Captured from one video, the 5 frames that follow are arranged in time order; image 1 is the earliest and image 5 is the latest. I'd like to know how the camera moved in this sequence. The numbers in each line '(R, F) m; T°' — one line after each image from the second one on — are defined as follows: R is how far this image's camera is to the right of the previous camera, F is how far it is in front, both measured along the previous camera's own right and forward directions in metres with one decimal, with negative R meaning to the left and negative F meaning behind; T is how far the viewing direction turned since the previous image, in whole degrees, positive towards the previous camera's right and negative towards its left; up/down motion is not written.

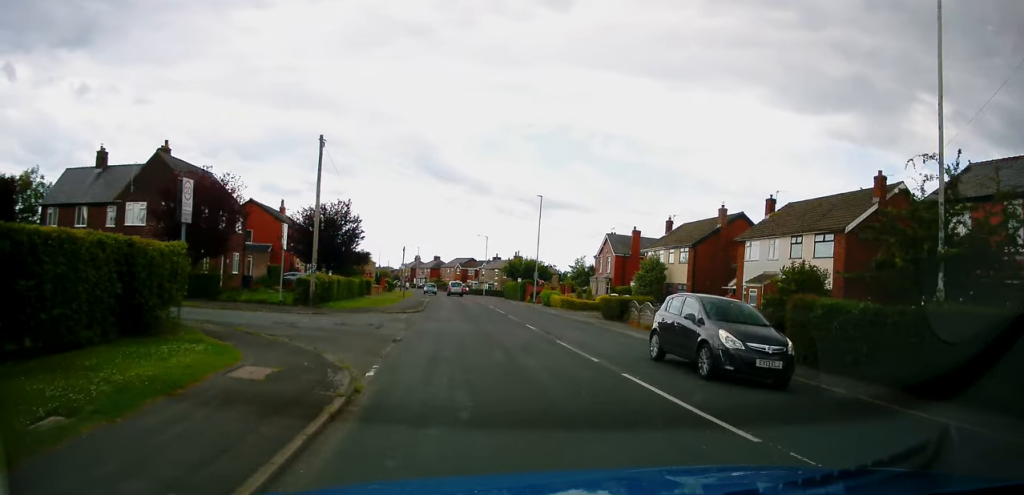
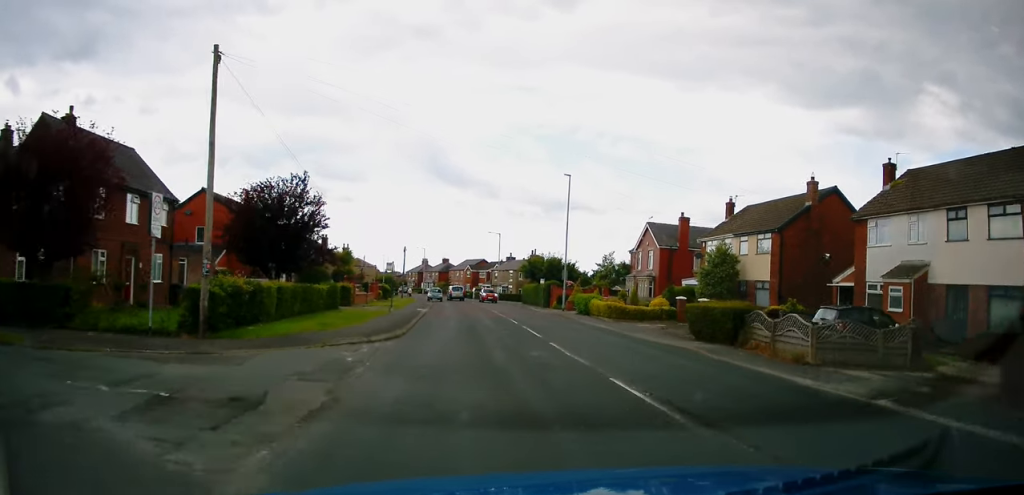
(-0.2, +11.8) m; -1°
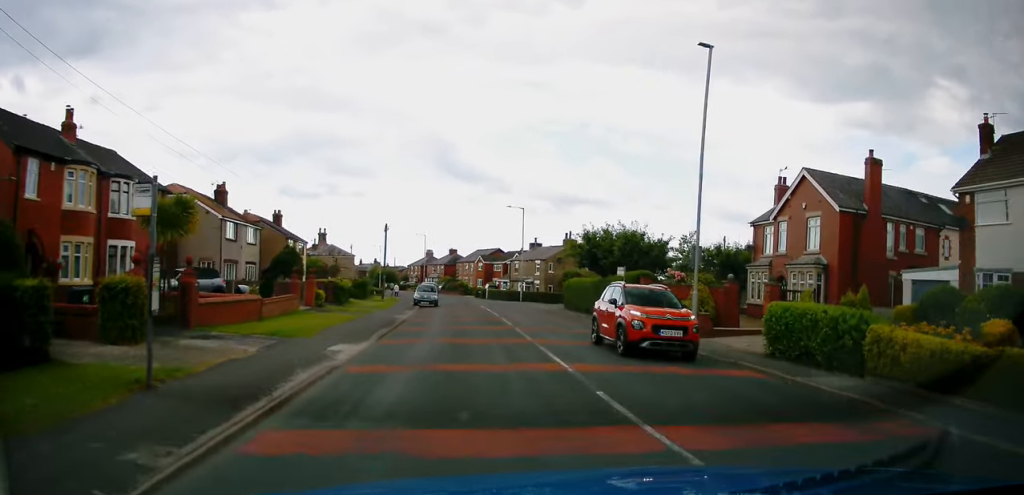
(-0.1, +24.7) m; -3°
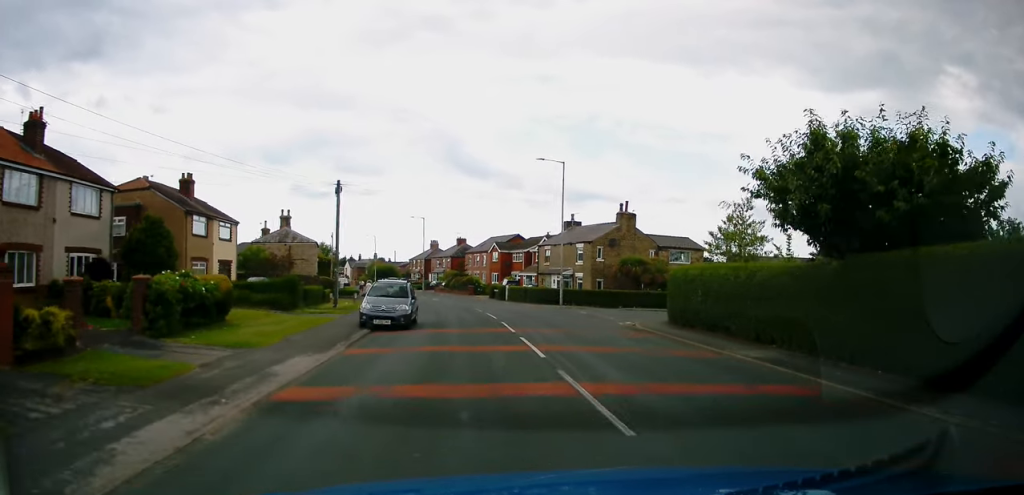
(-0.4, +22.2) m; -1°
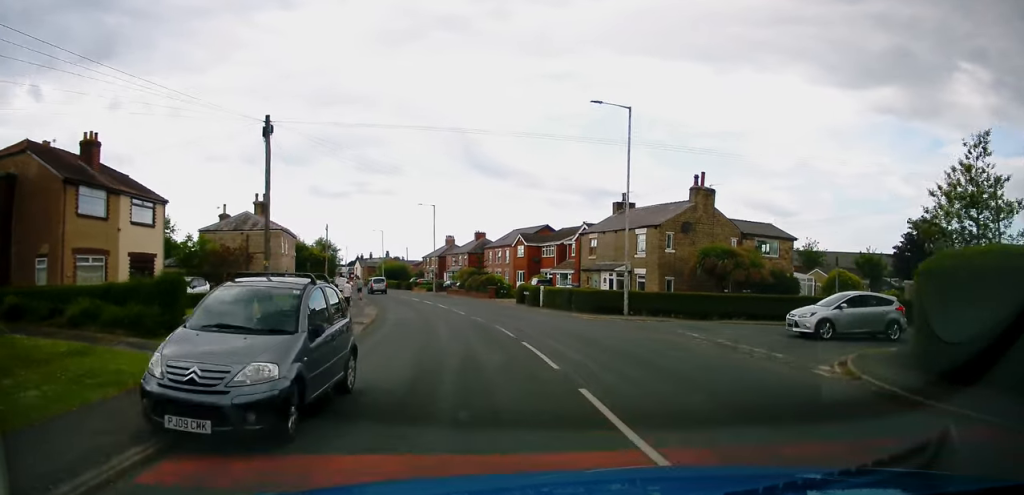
(-0.2, +13.5) m; -2°
